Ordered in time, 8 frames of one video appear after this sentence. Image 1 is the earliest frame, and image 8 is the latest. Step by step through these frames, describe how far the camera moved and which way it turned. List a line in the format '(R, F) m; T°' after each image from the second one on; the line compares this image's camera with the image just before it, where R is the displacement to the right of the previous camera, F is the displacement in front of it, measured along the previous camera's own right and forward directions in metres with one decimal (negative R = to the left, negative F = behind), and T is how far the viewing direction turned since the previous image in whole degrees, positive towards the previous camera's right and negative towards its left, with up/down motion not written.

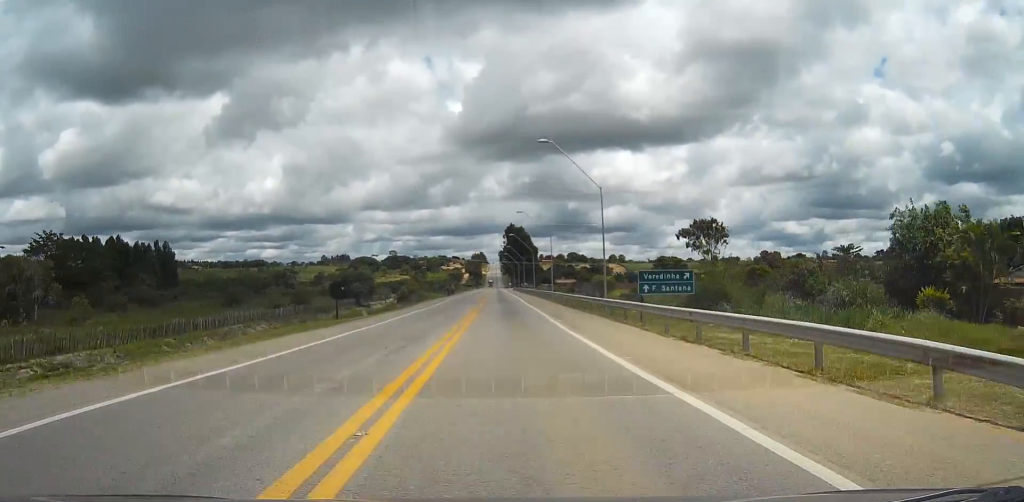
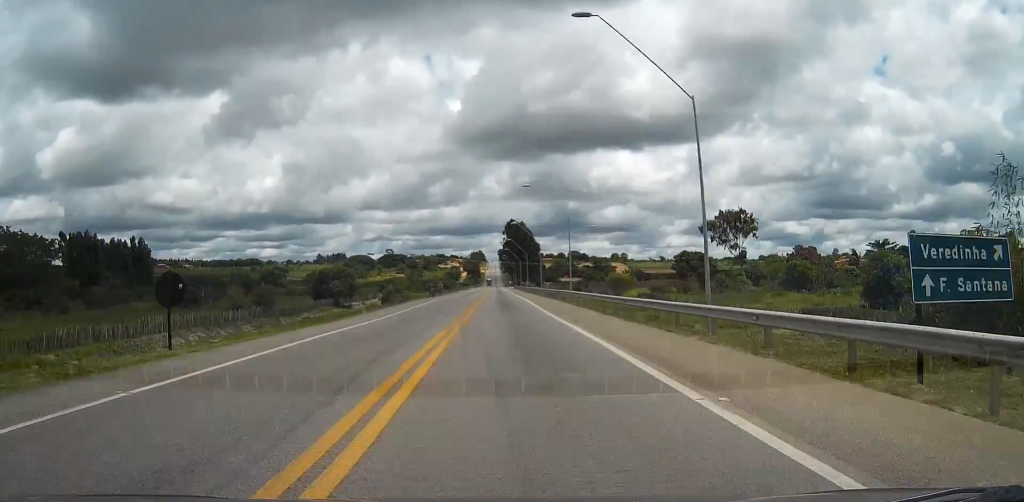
(0.0, +21.8) m; 0°
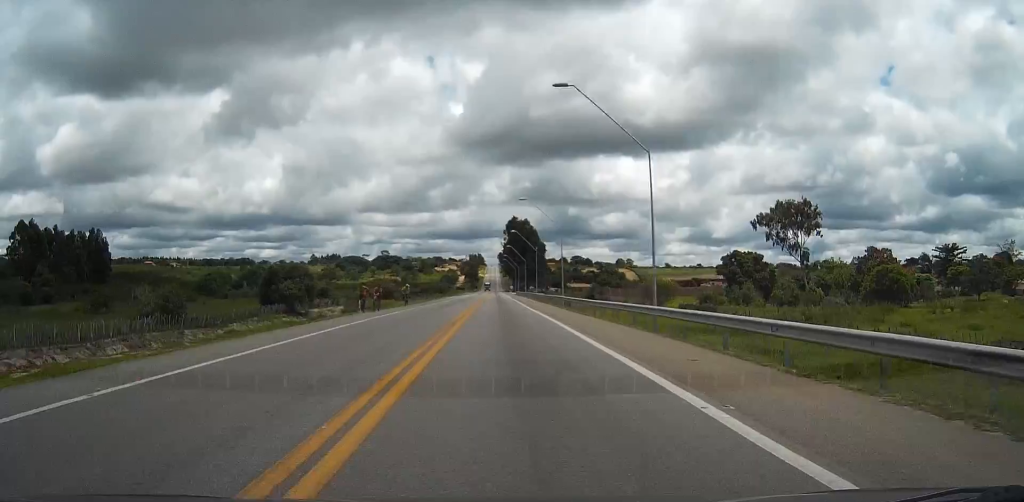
(0.0, +33.1) m; 0°
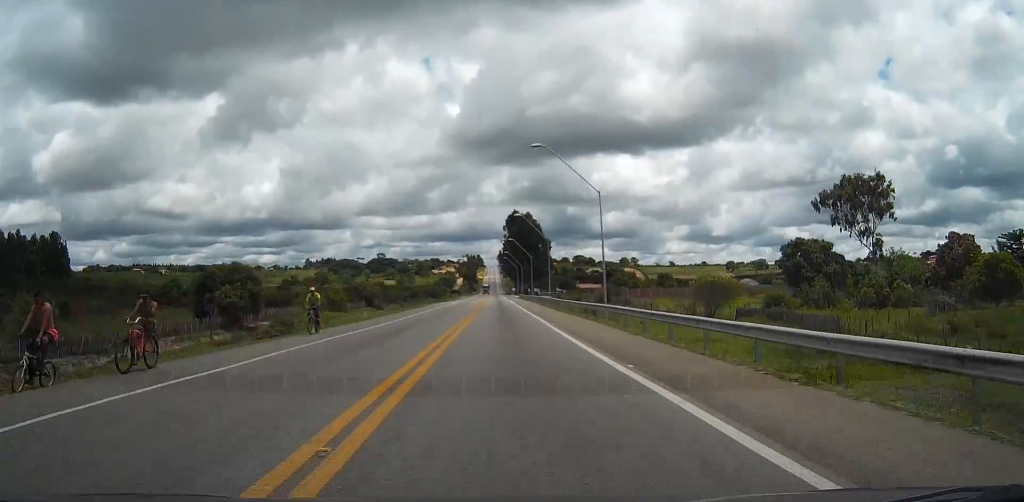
(0.0, +26.5) m; 0°
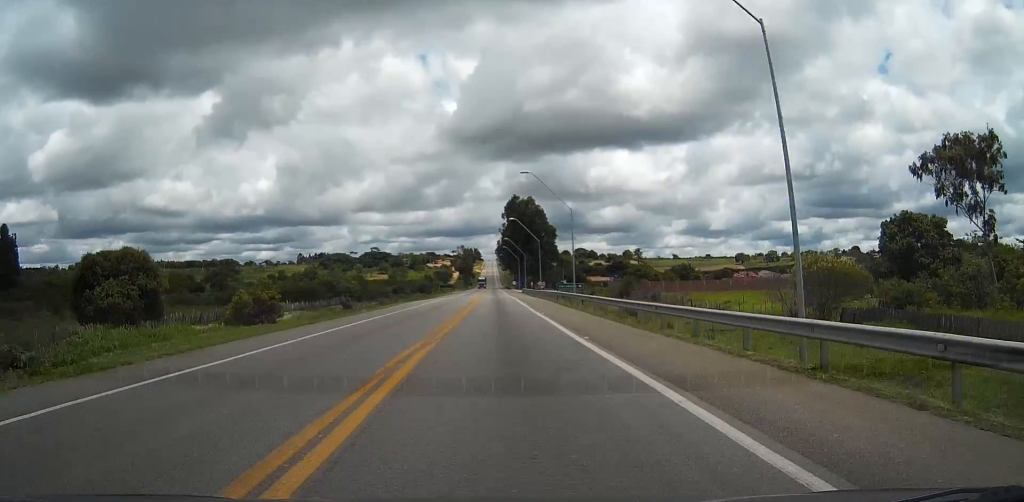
(+0.2, +27.8) m; 0°
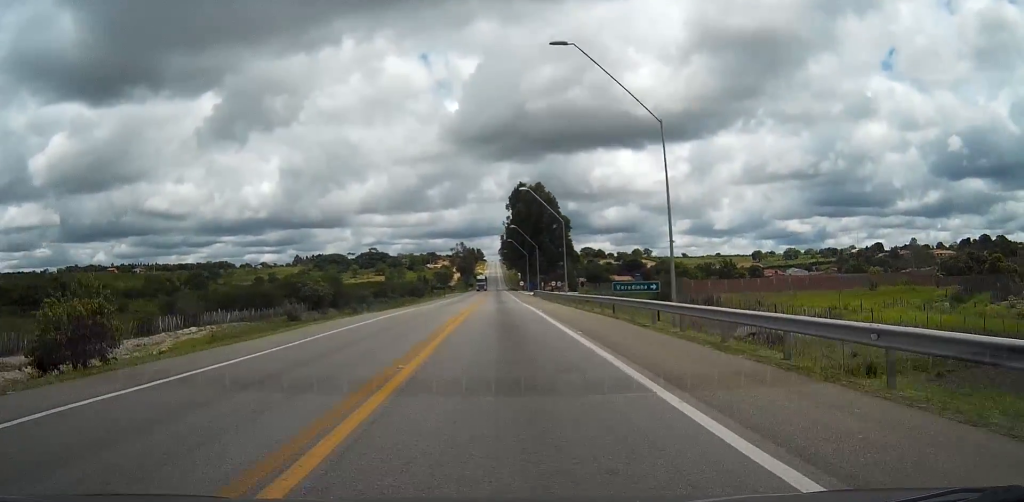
(+0.1, +30.2) m; 0°
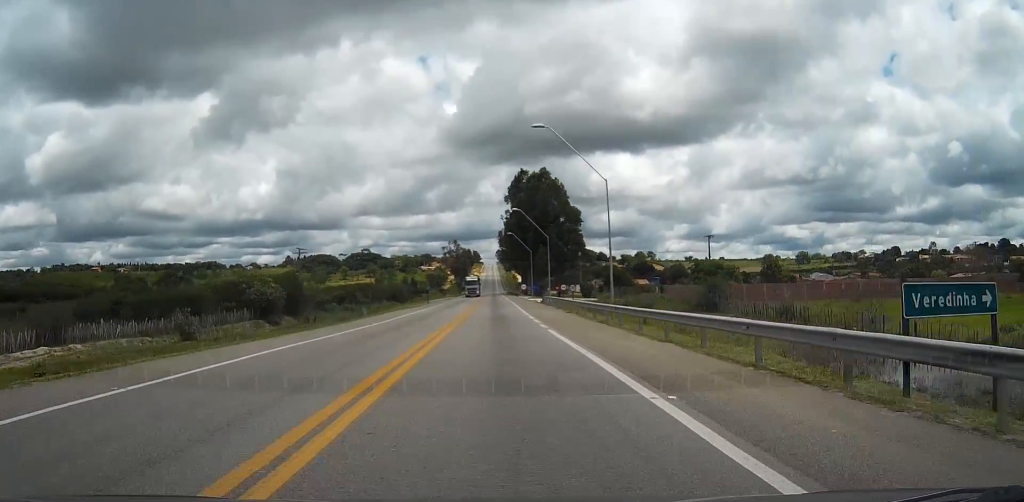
(0.0, +26.8) m; 0°
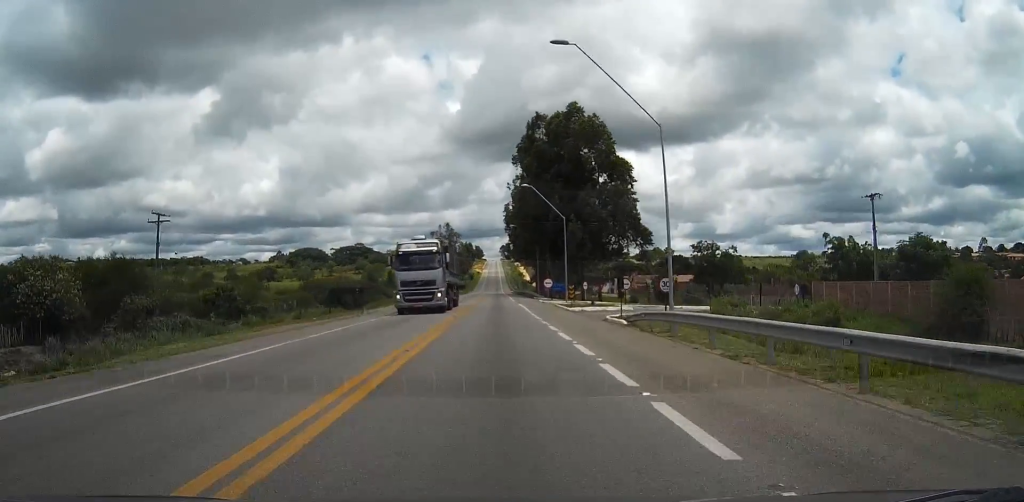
(0.0, +52.6) m; 0°
